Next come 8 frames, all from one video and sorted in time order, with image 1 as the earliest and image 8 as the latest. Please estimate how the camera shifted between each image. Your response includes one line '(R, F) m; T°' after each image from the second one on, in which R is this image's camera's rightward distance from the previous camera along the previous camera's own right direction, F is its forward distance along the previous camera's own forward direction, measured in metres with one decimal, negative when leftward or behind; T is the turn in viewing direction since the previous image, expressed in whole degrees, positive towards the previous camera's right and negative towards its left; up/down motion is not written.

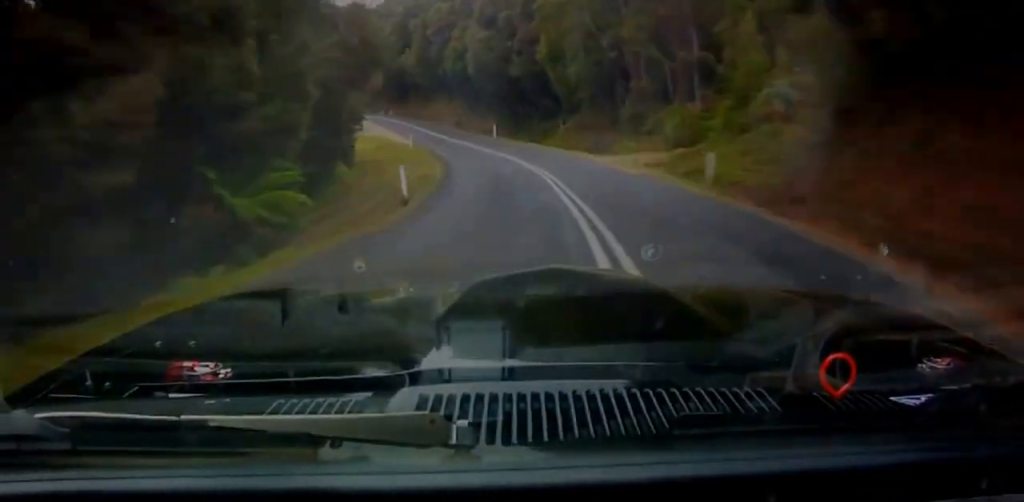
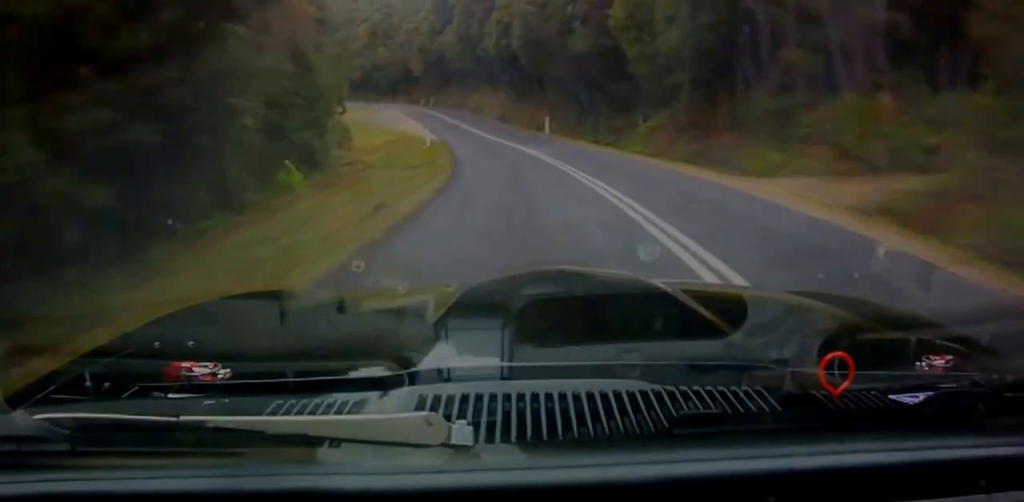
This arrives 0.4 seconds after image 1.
(-0.5, +16.6) m; +3°
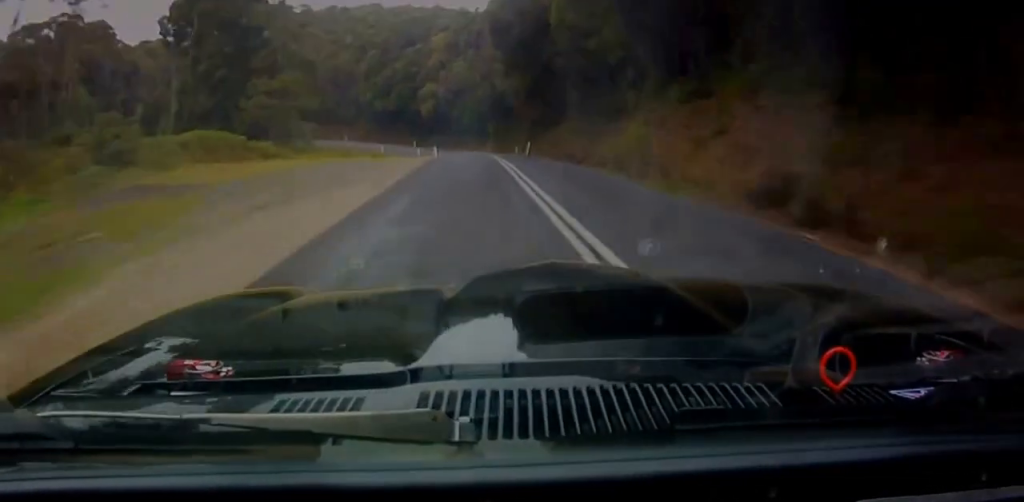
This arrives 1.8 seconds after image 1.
(+5.2, +47.1) m; +9°
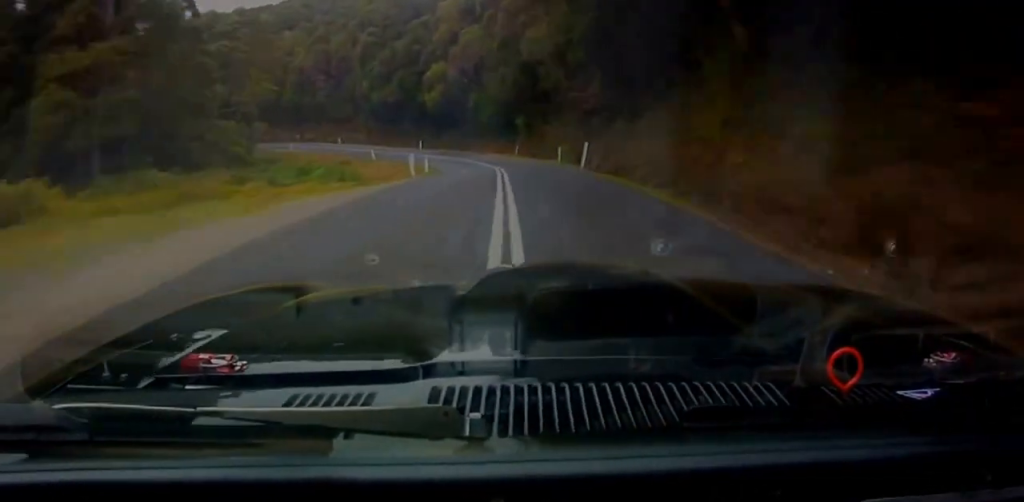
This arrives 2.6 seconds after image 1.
(-0.5, +24.2) m; -4°
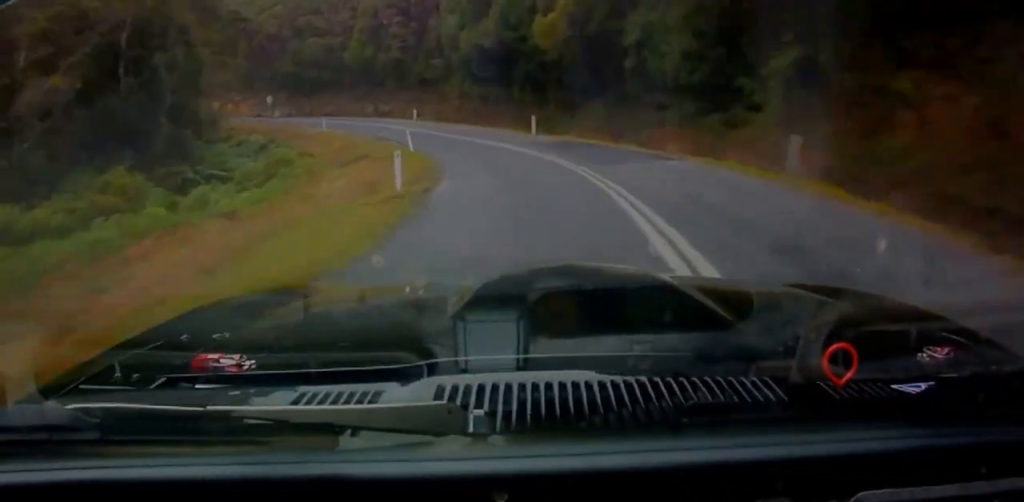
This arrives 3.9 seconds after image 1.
(-3.7, +35.2) m; -16°
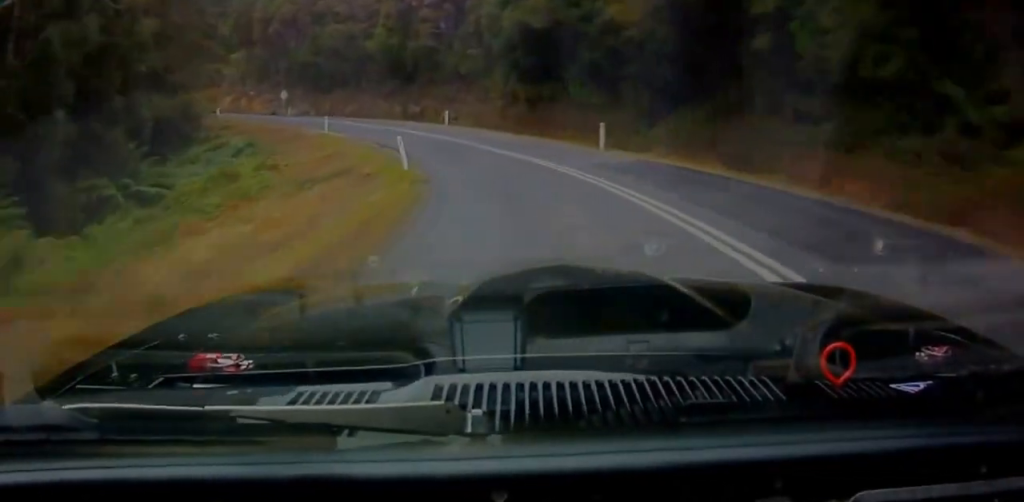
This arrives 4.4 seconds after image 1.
(-0.6, +9.9) m; -9°
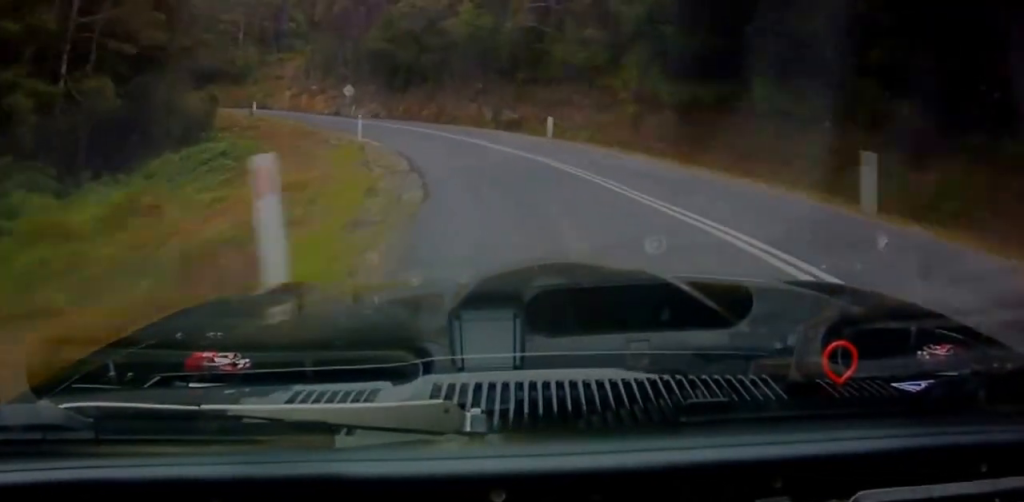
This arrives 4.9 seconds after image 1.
(-0.3, +11.5) m; -10°
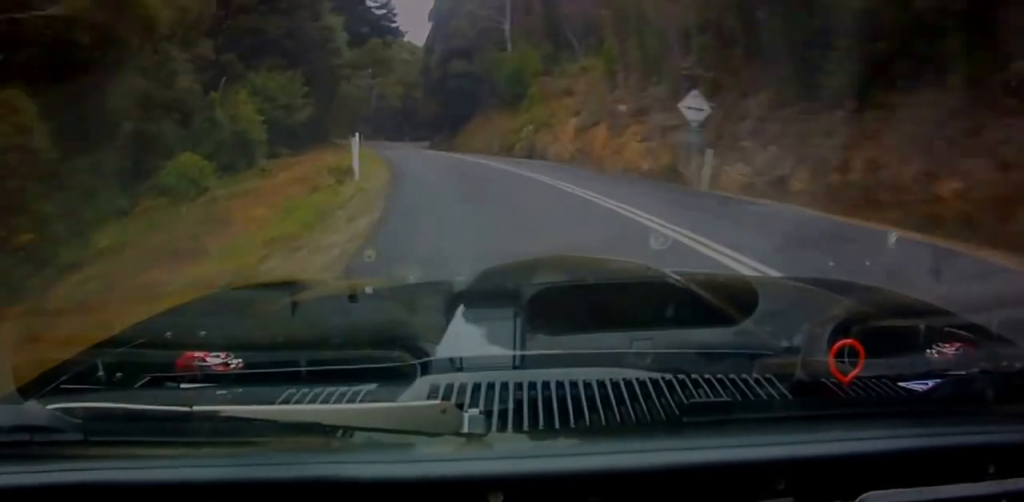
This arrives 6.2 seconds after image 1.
(-6.4, +26.4) m; -16°
